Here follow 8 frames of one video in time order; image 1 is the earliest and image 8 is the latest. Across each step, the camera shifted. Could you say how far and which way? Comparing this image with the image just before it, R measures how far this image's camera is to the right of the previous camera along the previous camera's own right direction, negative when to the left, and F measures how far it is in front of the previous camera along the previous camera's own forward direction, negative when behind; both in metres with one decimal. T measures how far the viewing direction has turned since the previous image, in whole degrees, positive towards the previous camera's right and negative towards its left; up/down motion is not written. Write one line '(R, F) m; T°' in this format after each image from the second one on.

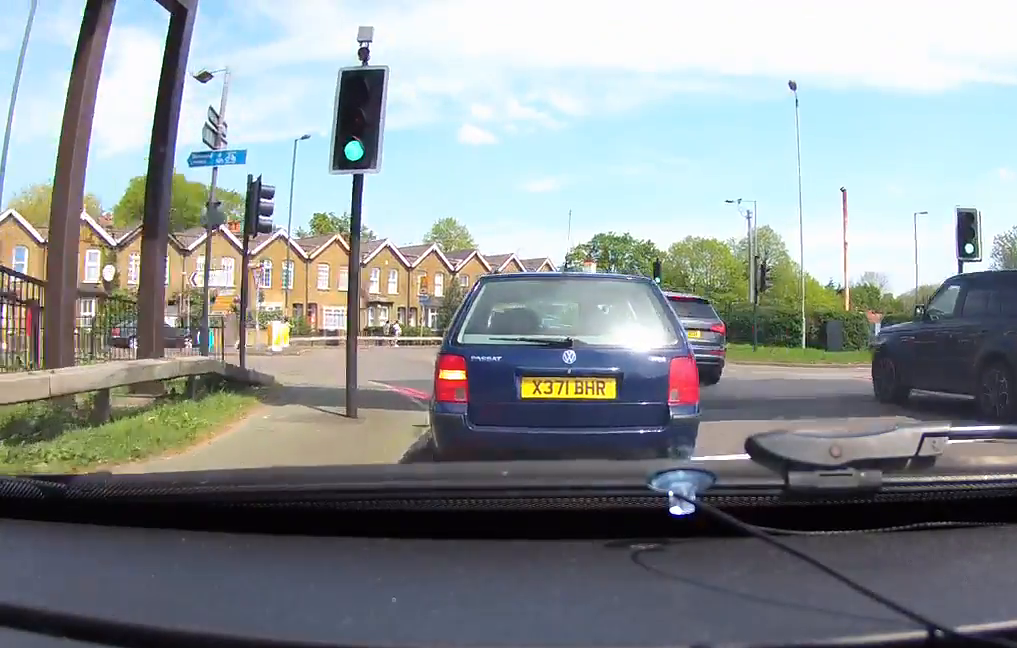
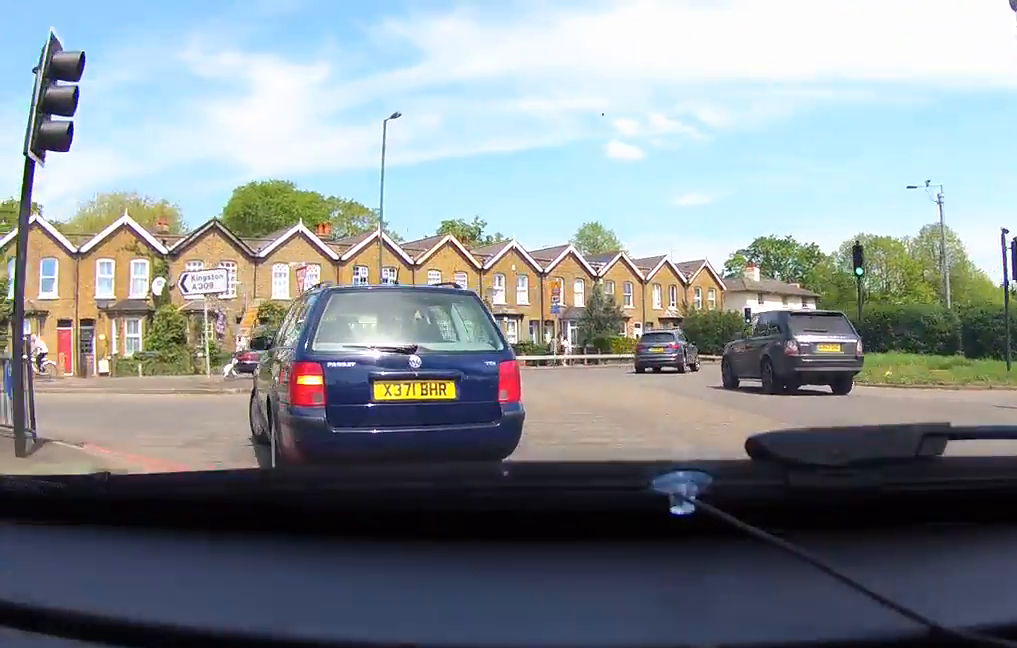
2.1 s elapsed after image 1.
(-0.8, +10.7) m; -7°
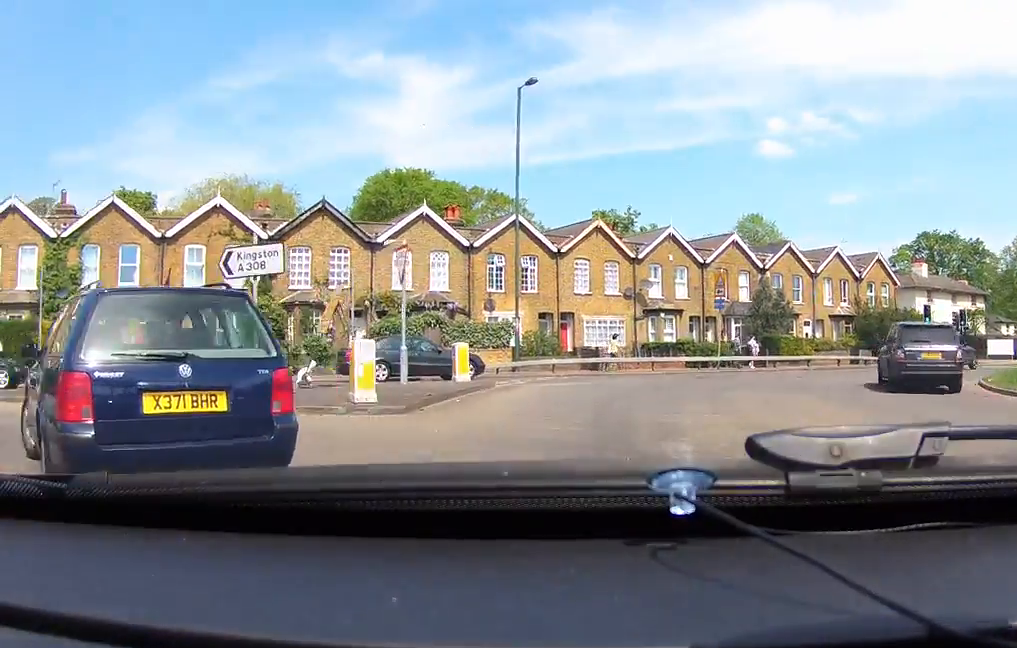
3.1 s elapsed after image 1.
(0.0, +3.6) m; 0°
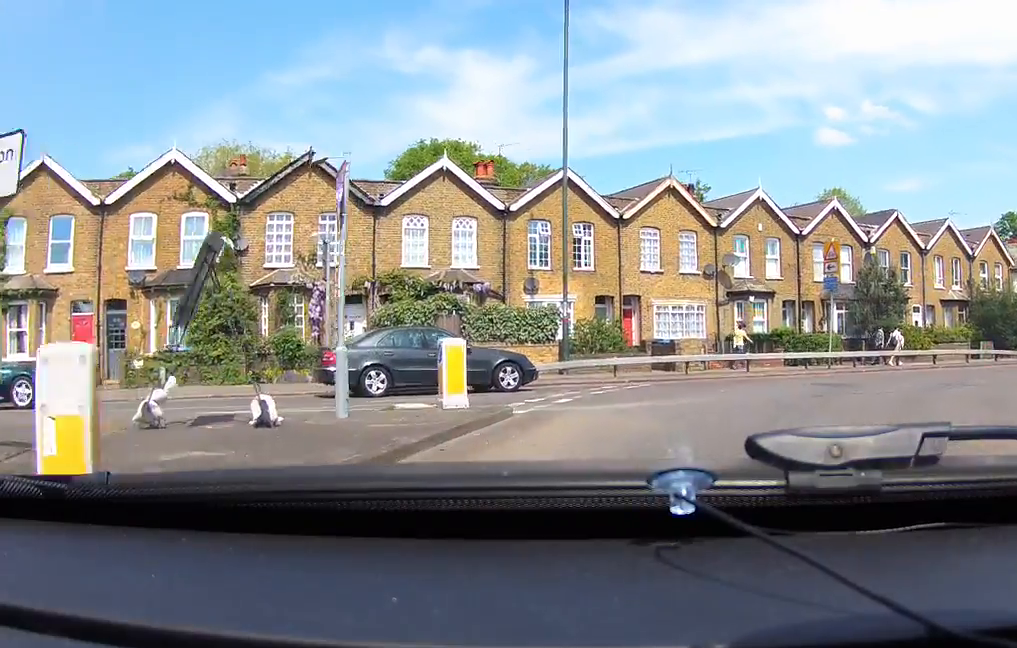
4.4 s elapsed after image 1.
(0.0, +5.5) m; 0°
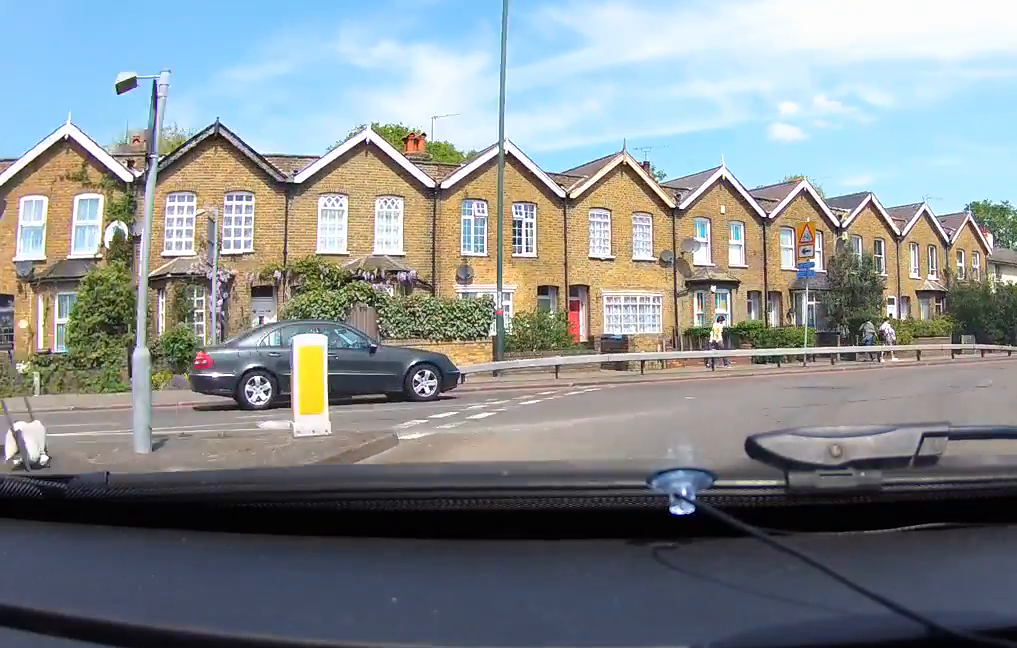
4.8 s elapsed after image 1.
(0.0, +2.6) m; 0°
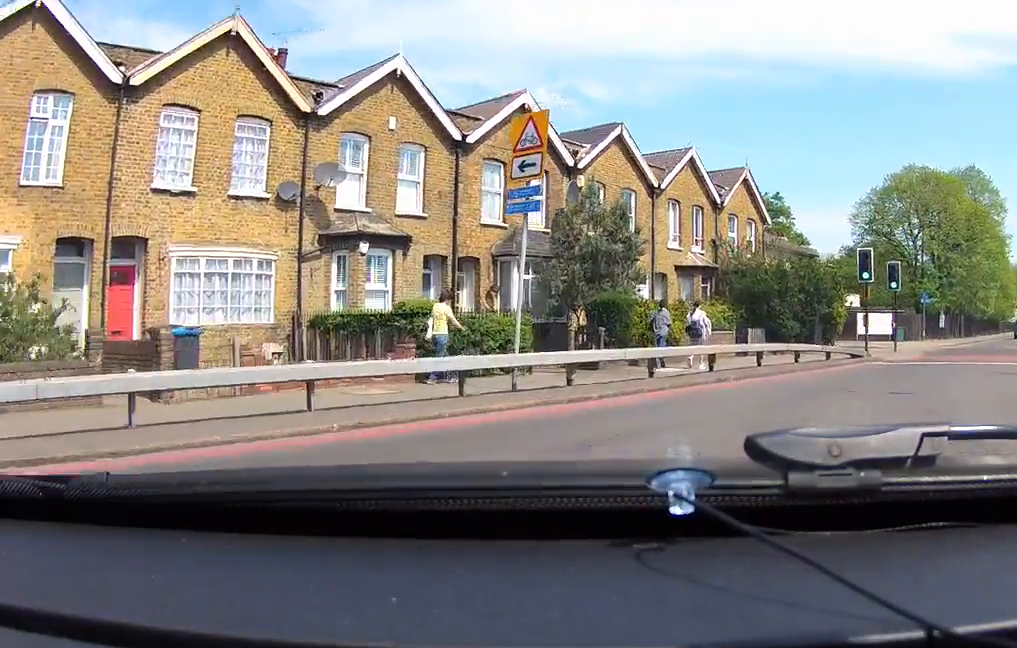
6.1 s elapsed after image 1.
(0.0, +8.8) m; 0°
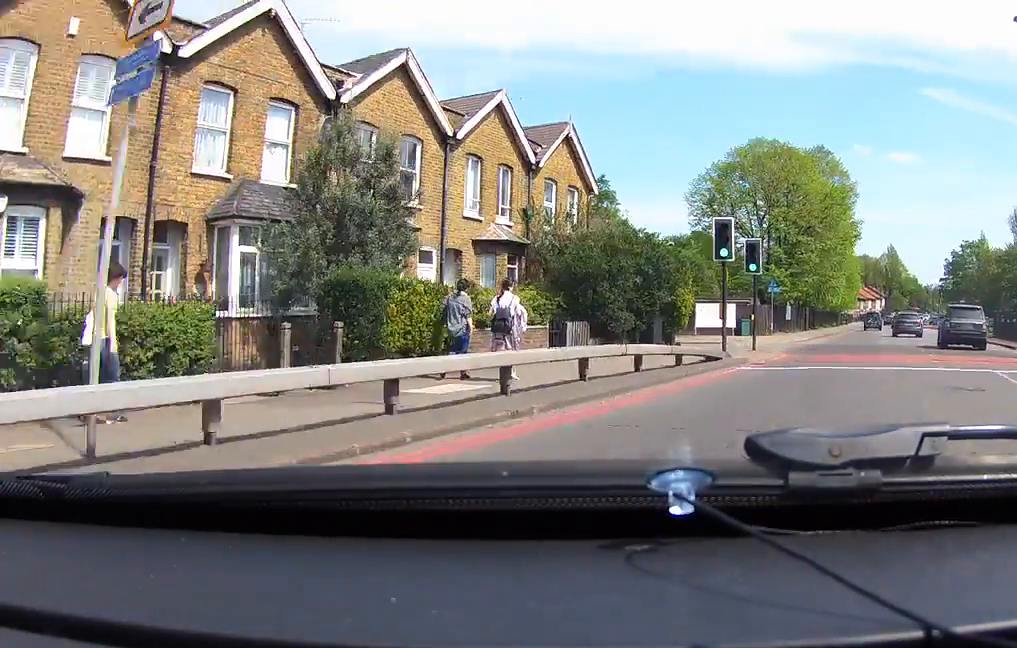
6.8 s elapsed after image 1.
(0.0, +5.5) m; +1°
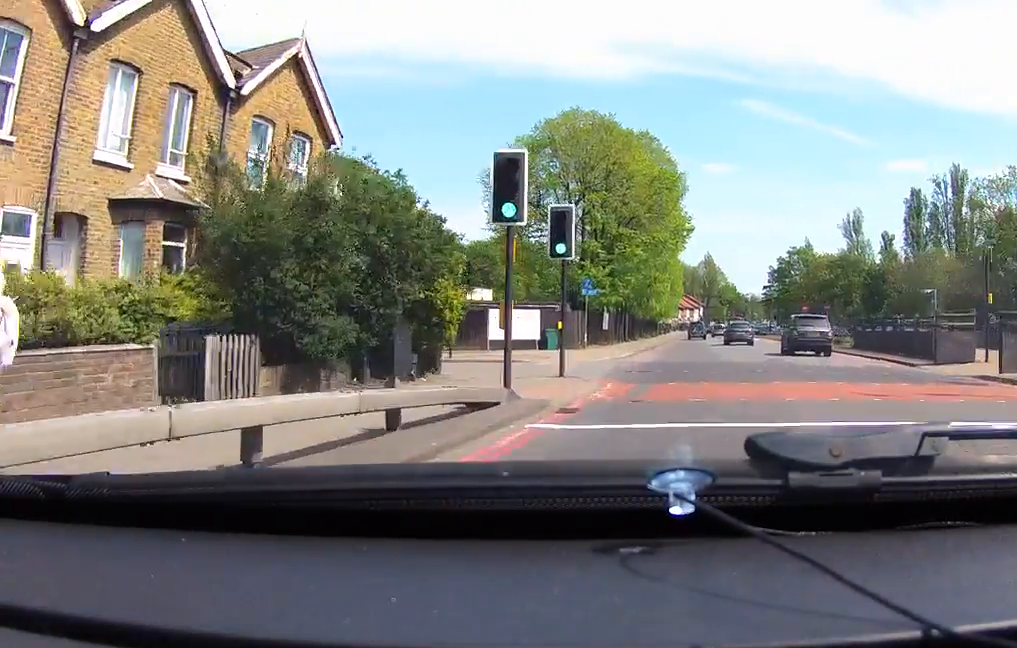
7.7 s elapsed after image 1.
(+0.1, +8.1) m; +8°
